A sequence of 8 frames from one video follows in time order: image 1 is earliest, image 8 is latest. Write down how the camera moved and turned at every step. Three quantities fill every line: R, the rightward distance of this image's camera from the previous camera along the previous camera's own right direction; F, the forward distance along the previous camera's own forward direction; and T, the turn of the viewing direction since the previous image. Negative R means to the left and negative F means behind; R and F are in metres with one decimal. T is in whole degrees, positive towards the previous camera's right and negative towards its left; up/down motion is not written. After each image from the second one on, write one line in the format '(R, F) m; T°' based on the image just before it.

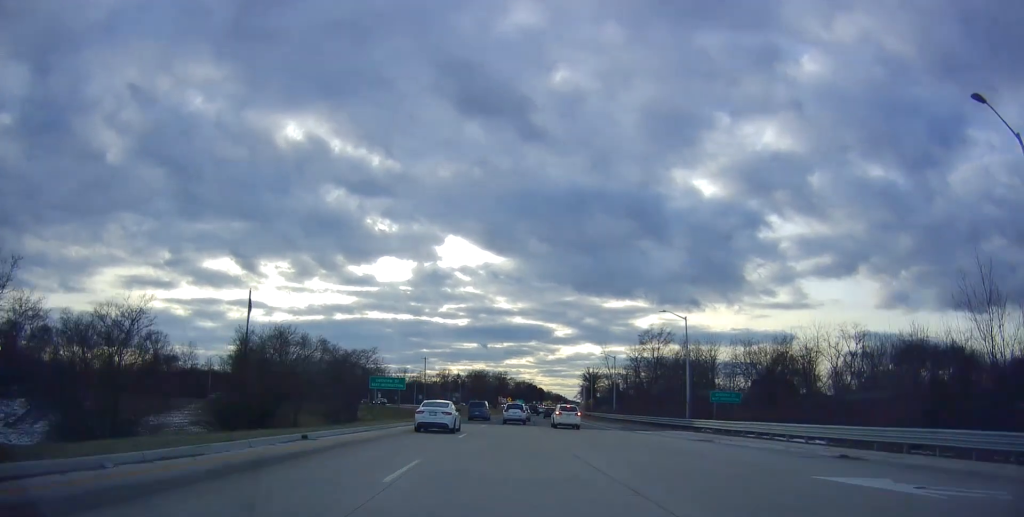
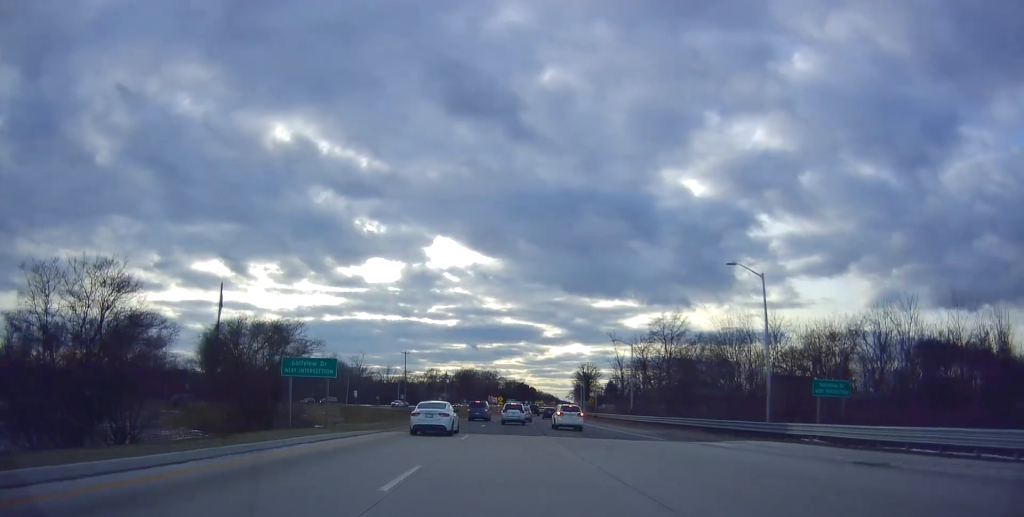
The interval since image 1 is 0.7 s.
(+0.2, +15.6) m; +1°
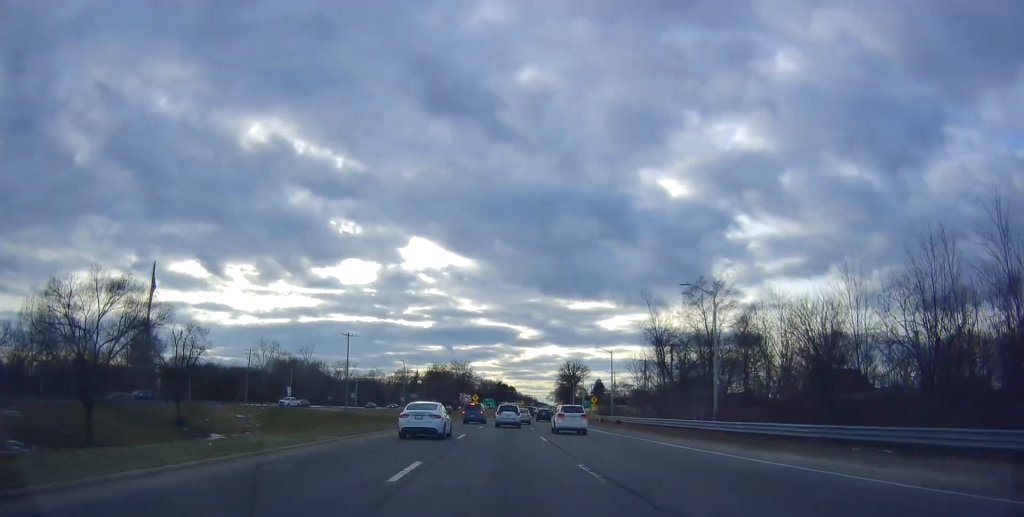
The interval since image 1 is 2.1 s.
(0.0, +30.7) m; +2°
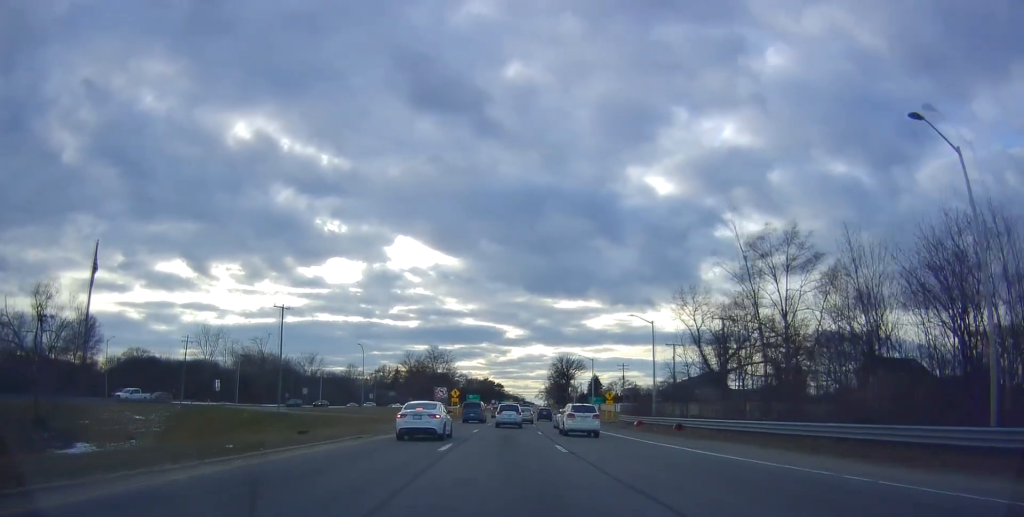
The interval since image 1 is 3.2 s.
(+0.6, +23.7) m; +2°
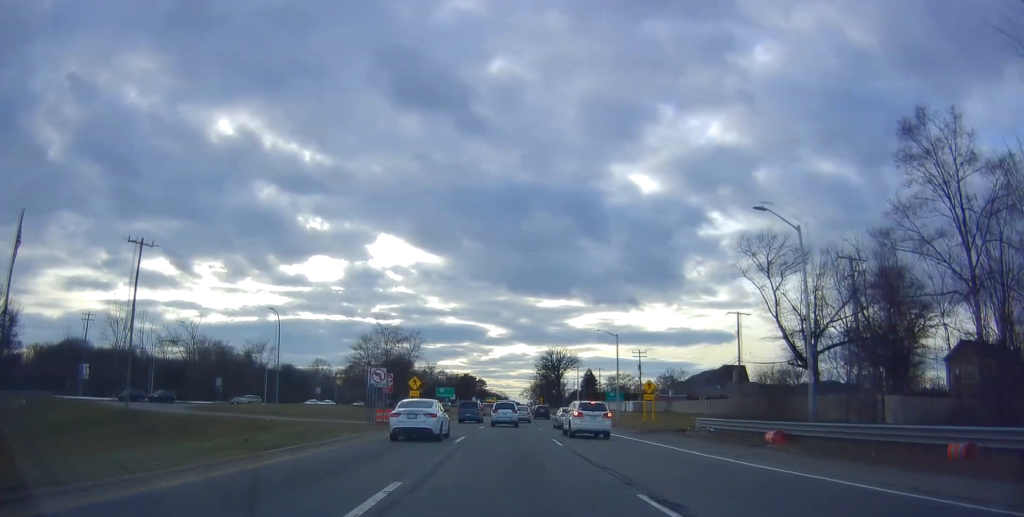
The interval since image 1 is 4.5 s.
(0.0, +26.8) m; +1°
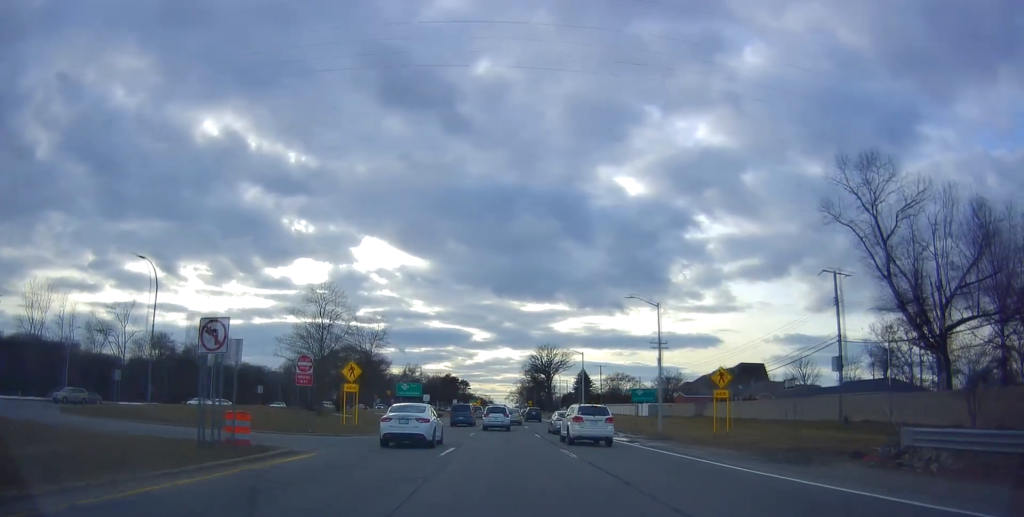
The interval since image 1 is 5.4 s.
(+0.1, +19.5) m; +3°
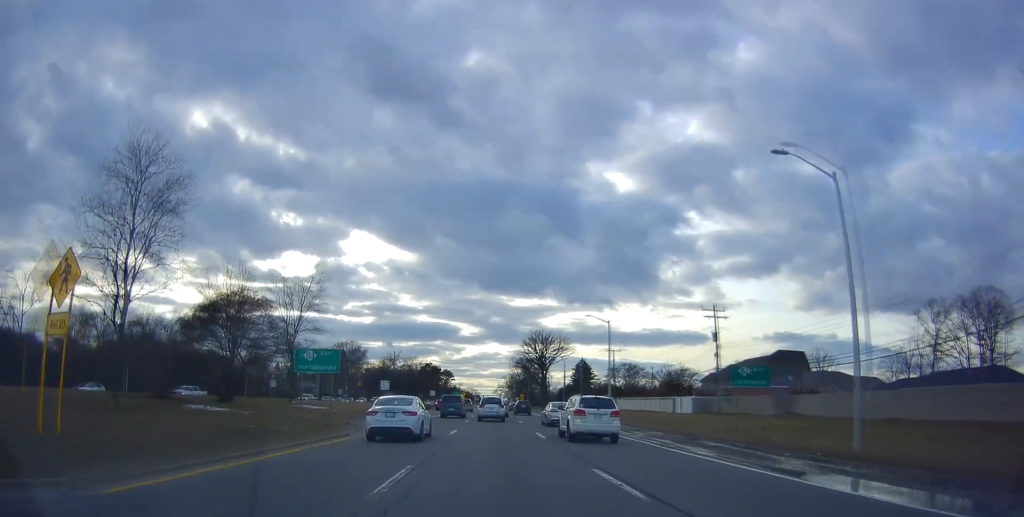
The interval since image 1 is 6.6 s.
(+1.2, +23.8) m; +3°
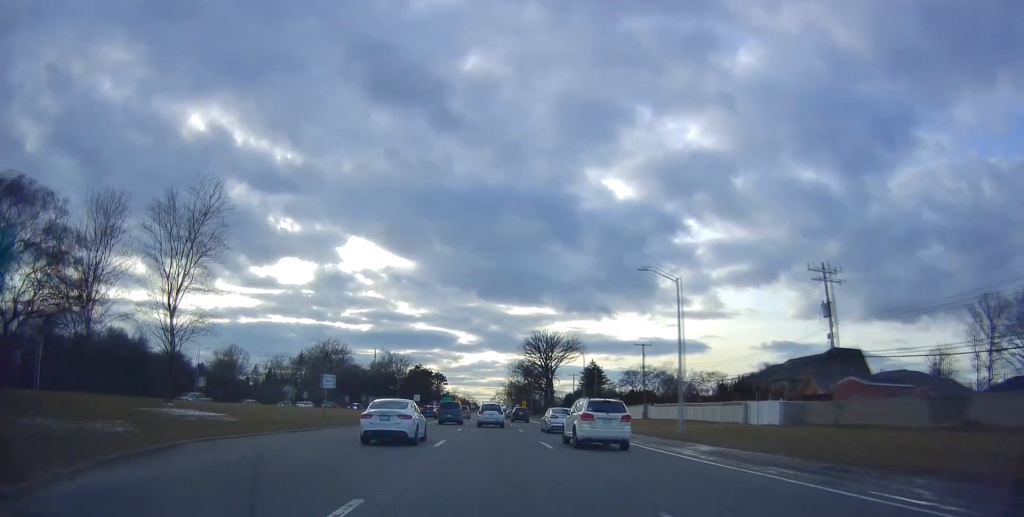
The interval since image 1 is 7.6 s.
(-0.1, +20.2) m; -1°
